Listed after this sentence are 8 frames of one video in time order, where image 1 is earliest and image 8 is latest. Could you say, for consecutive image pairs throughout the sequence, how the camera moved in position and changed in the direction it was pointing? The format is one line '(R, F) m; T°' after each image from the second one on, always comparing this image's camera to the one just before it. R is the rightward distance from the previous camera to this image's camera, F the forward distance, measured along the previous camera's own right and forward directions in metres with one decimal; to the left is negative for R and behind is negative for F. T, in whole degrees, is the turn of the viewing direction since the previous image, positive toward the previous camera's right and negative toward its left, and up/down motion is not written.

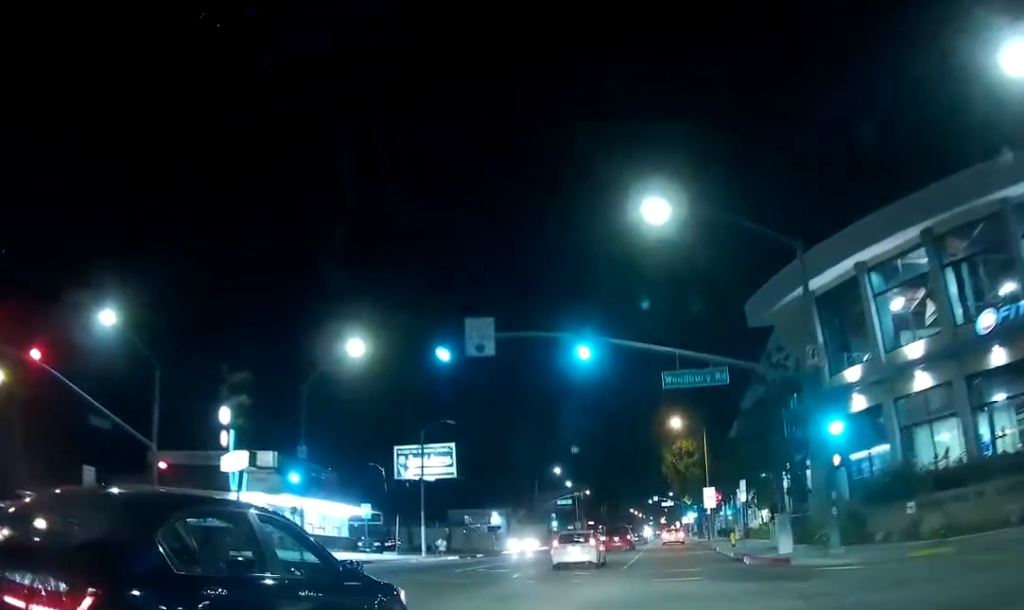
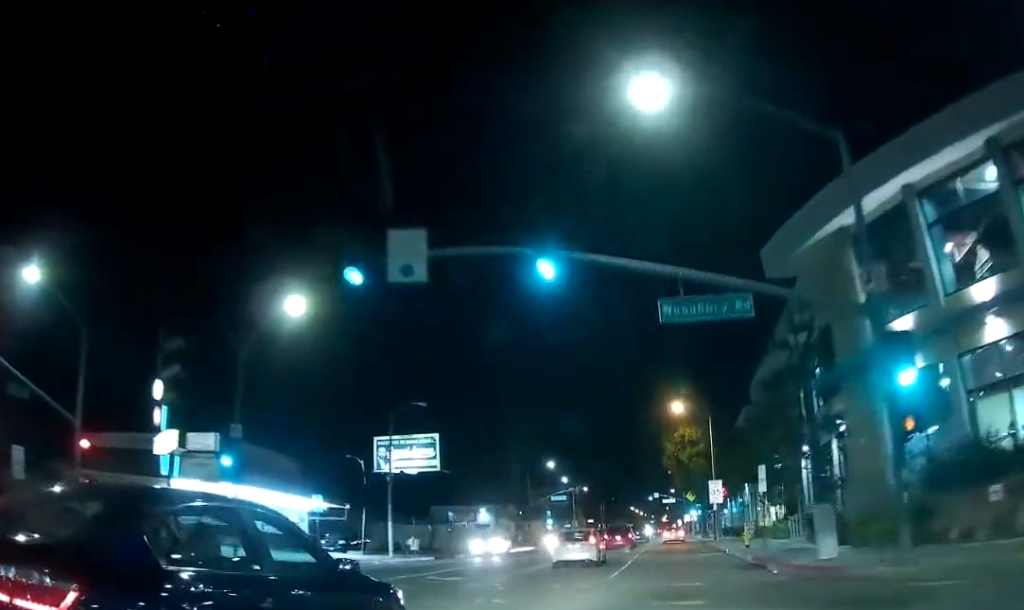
(0.0, +5.7) m; 0°
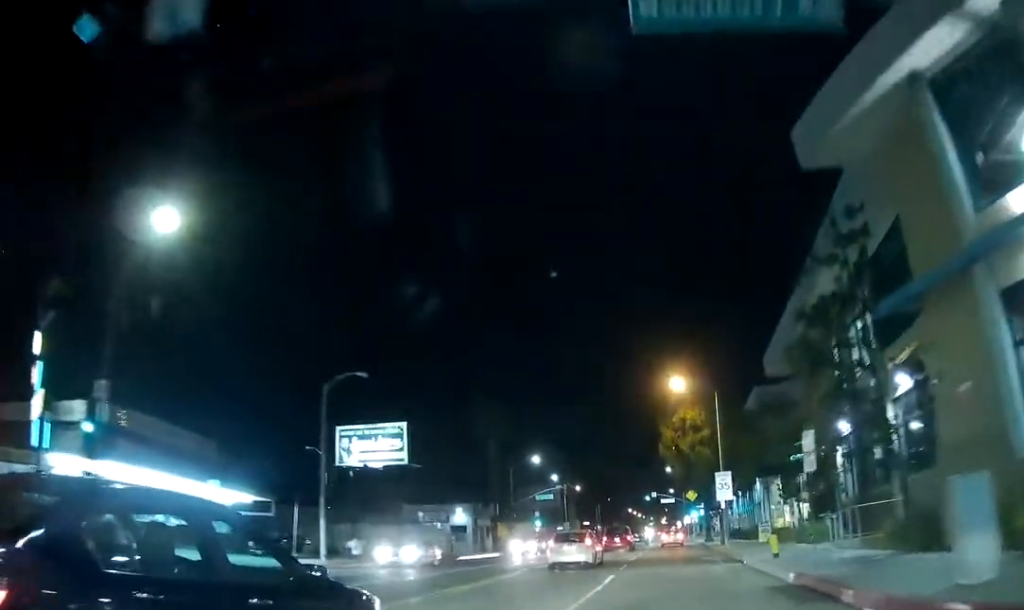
(0.0, +8.4) m; 0°
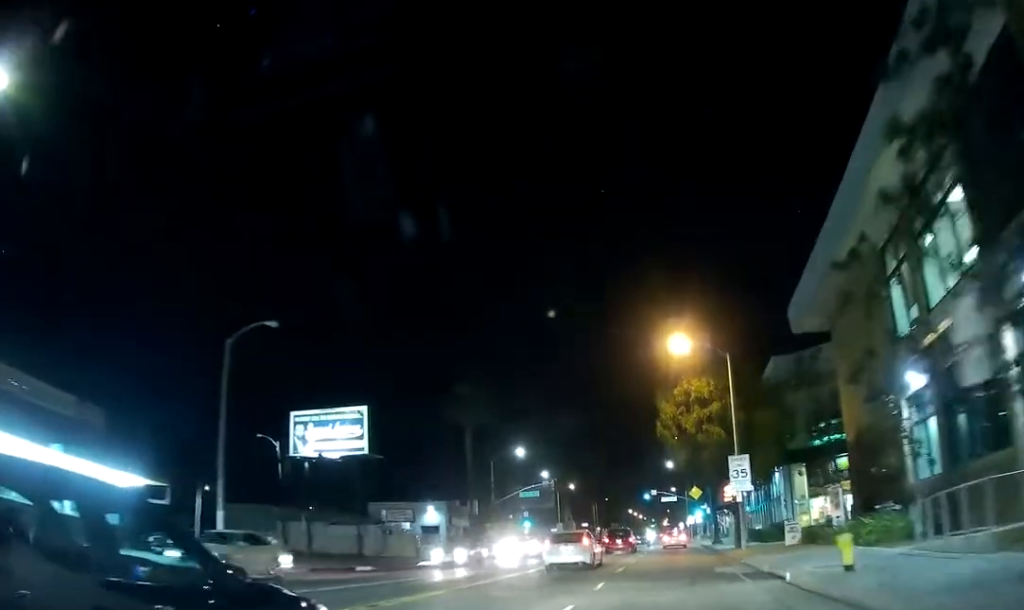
(0.0, +8.8) m; 0°
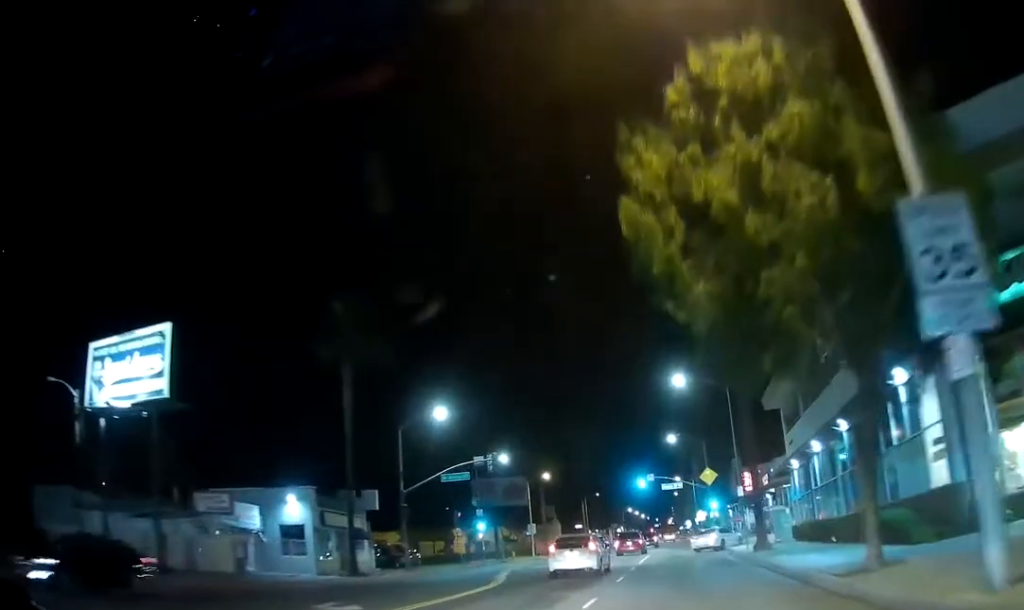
(0.0, +26.9) m; 0°
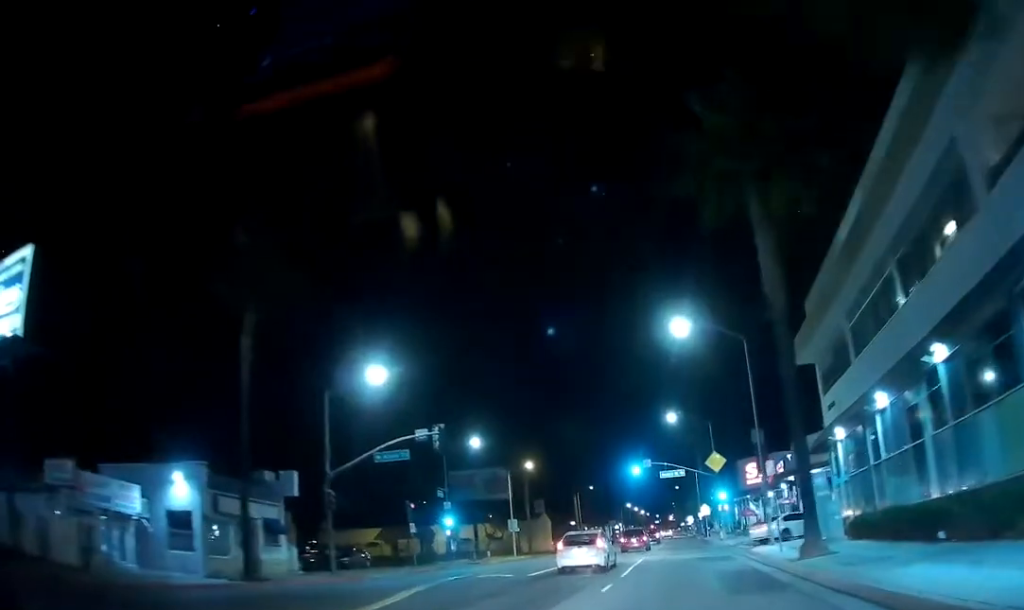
(0.0, +12.1) m; +1°
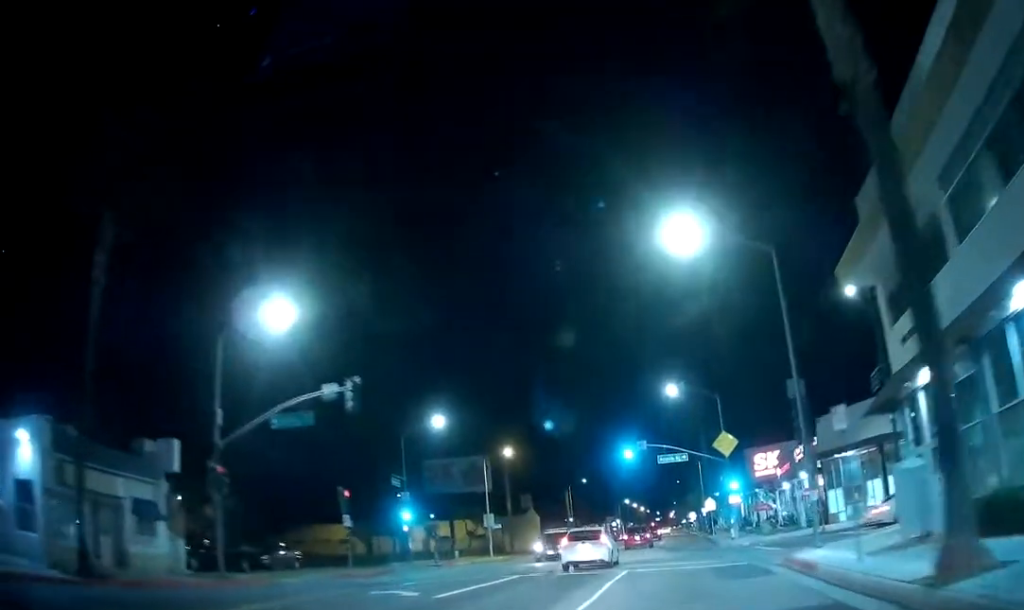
(0.0, +9.9) m; +2°
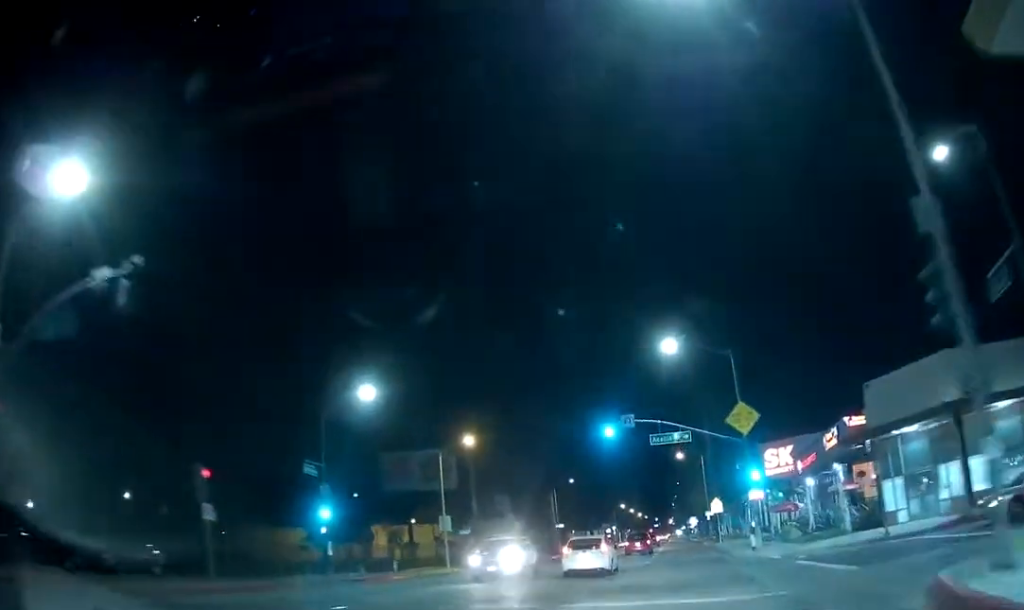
(+0.3, +12.3) m; +1°
